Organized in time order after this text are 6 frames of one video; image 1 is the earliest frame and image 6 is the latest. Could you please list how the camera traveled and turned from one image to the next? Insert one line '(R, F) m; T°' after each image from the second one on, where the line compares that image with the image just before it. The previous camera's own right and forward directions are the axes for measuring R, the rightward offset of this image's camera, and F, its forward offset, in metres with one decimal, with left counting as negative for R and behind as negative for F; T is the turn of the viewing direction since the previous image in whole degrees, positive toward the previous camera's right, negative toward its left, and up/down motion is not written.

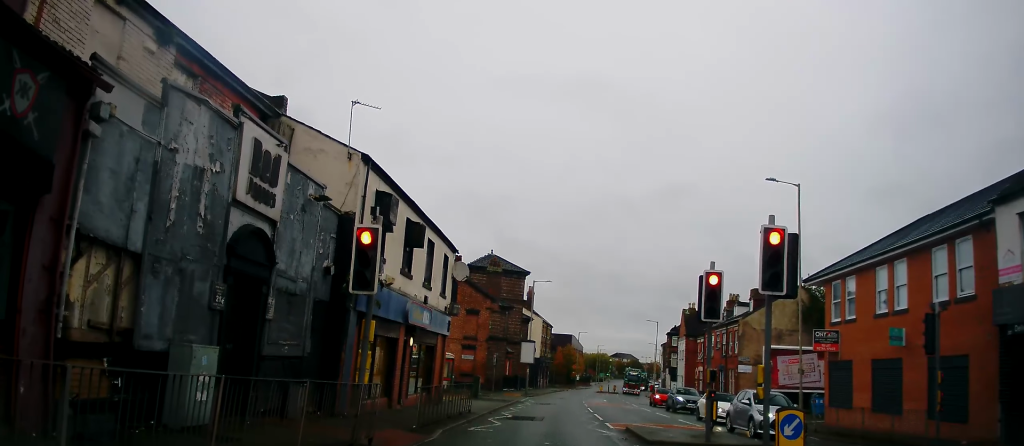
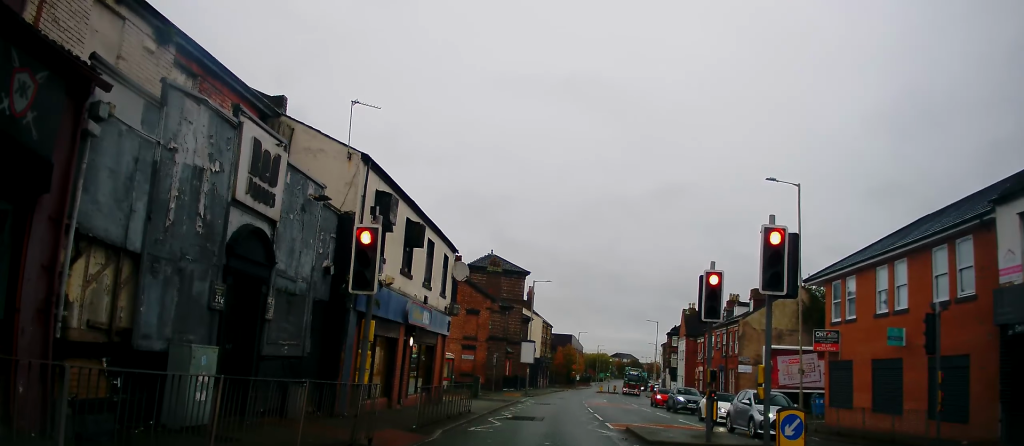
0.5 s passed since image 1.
(0.0, 0.0) m; 0°
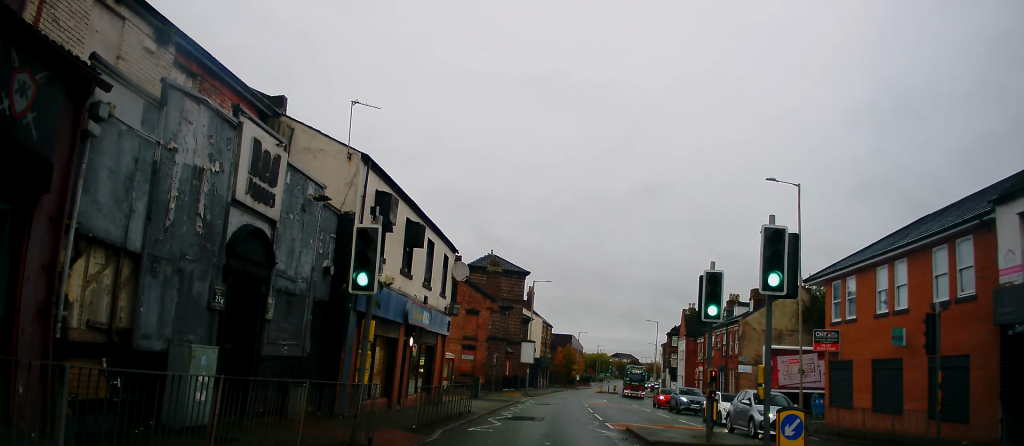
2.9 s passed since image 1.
(-0.1, +0.3) m; 0°
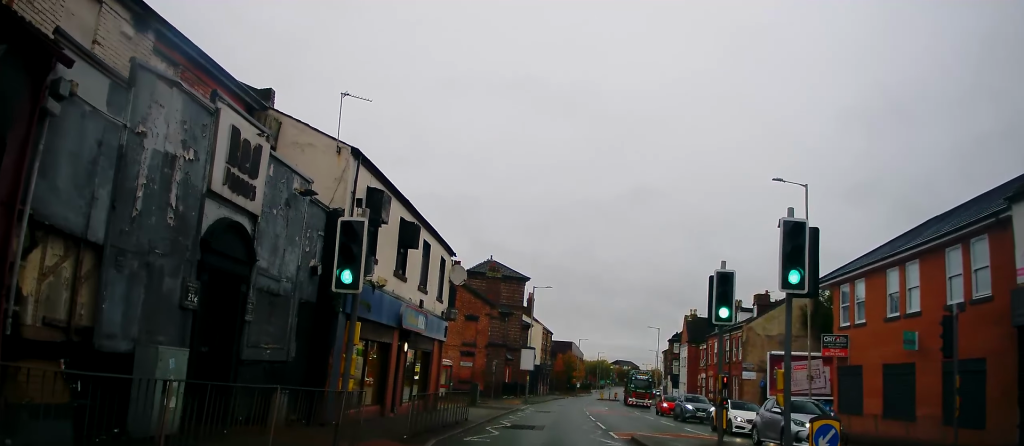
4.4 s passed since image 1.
(-0.1, +1.0) m; -2°
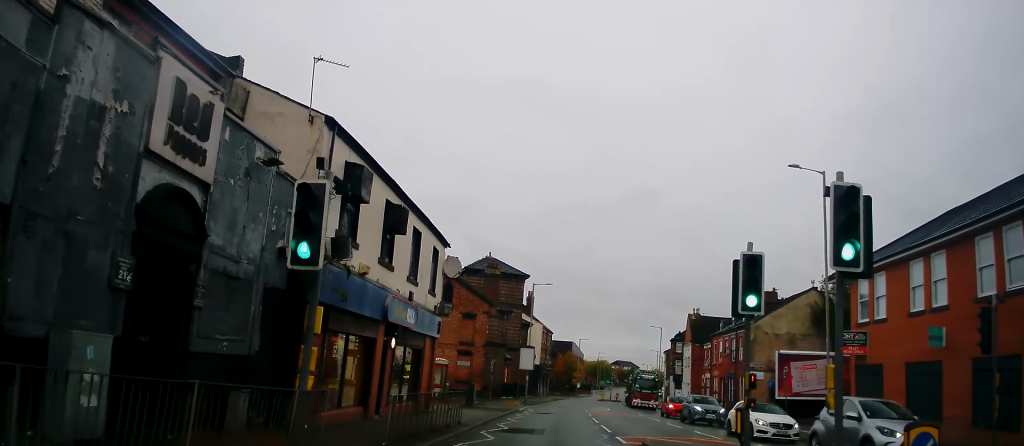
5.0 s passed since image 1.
(0.0, +1.7) m; +2°
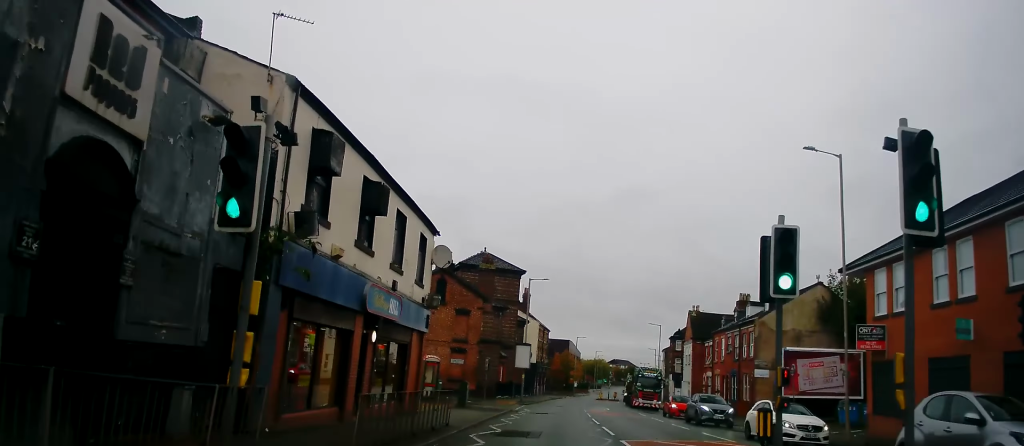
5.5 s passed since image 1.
(0.0, +1.4) m; +2°
